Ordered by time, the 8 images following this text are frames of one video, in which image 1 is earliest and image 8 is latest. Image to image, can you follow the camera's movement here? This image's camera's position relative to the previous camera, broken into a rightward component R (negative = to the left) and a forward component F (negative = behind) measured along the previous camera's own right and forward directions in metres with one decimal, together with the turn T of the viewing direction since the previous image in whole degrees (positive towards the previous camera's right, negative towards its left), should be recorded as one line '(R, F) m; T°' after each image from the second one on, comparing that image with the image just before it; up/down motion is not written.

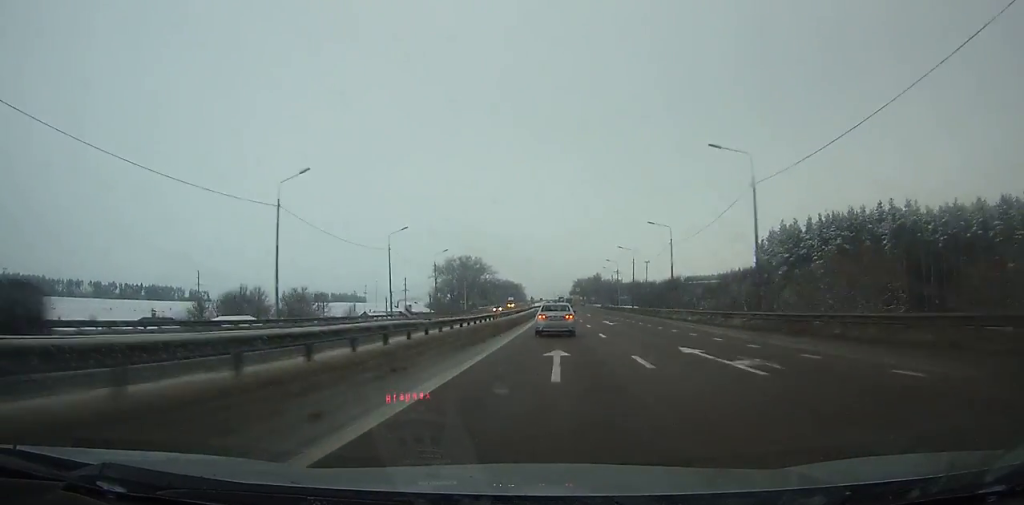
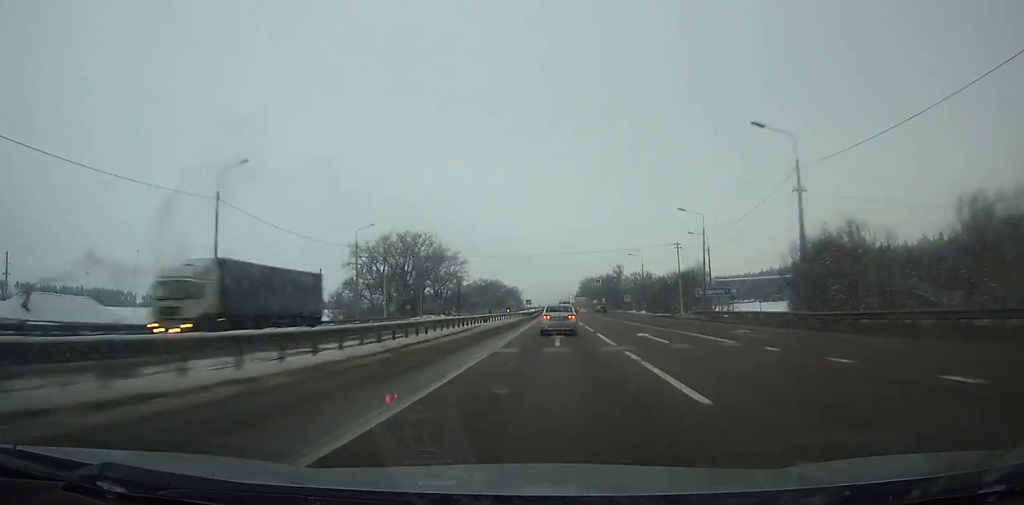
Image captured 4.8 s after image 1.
(-0.4, +109.8) m; 0°
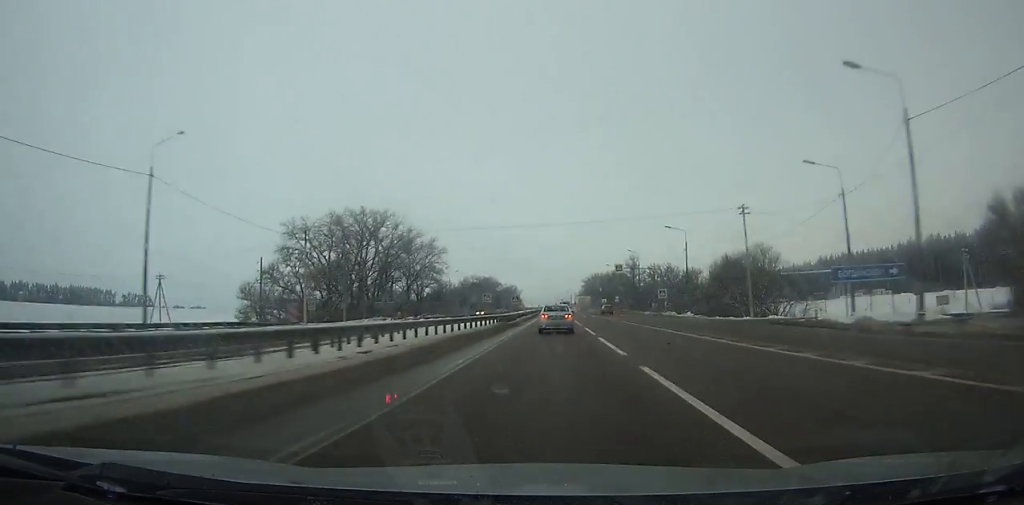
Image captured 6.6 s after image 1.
(-0.1, +40.8) m; 0°
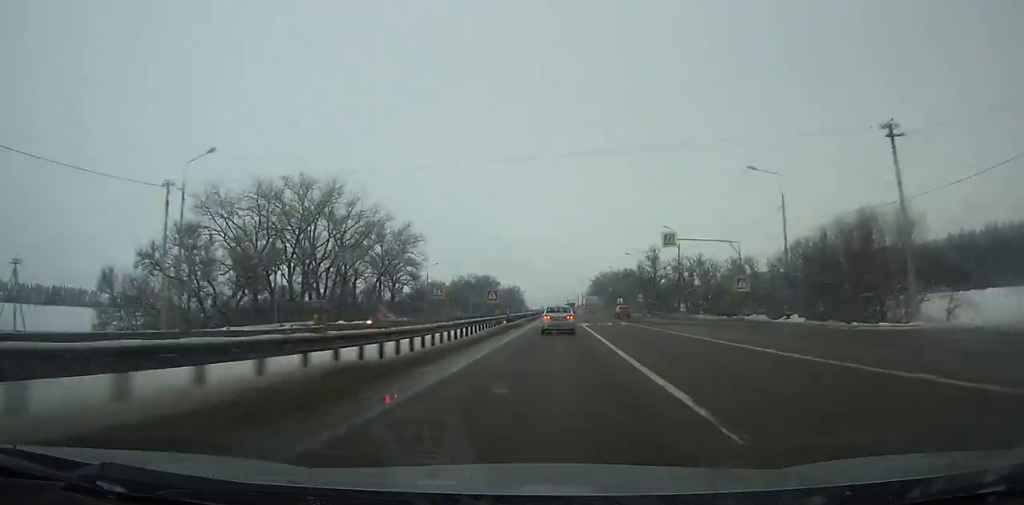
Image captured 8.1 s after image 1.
(0.0, +33.8) m; 0°
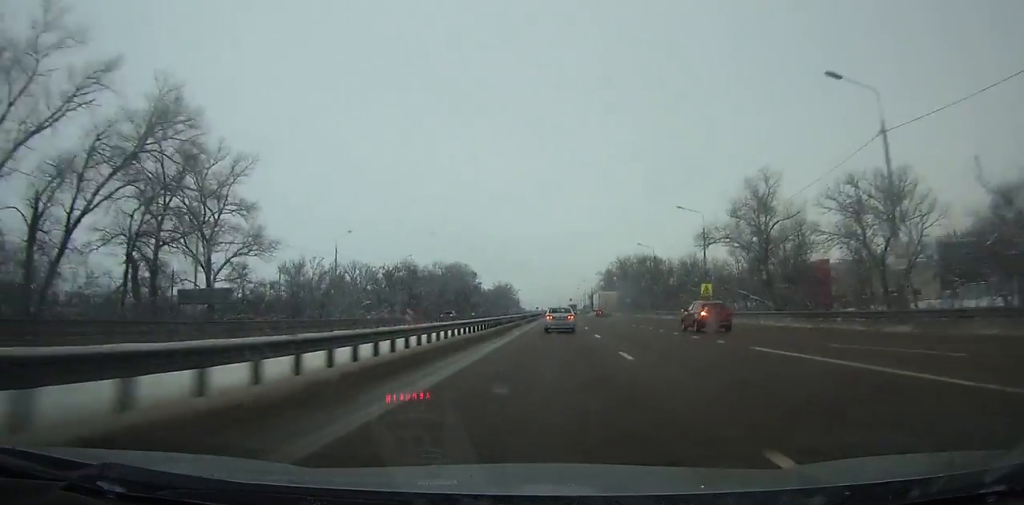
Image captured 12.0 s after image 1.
(-0.3, +88.0) m; 0°
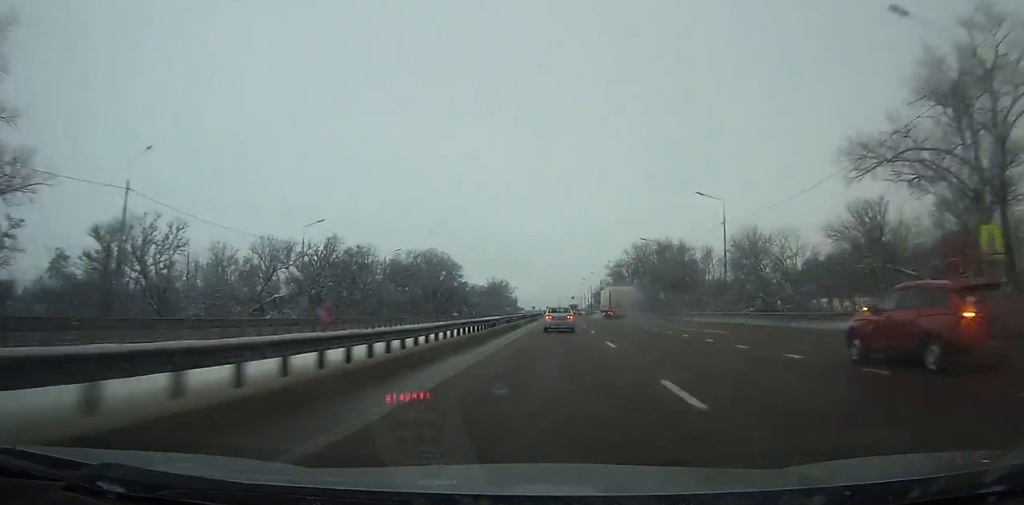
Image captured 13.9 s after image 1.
(-0.2, +43.0) m; 0°
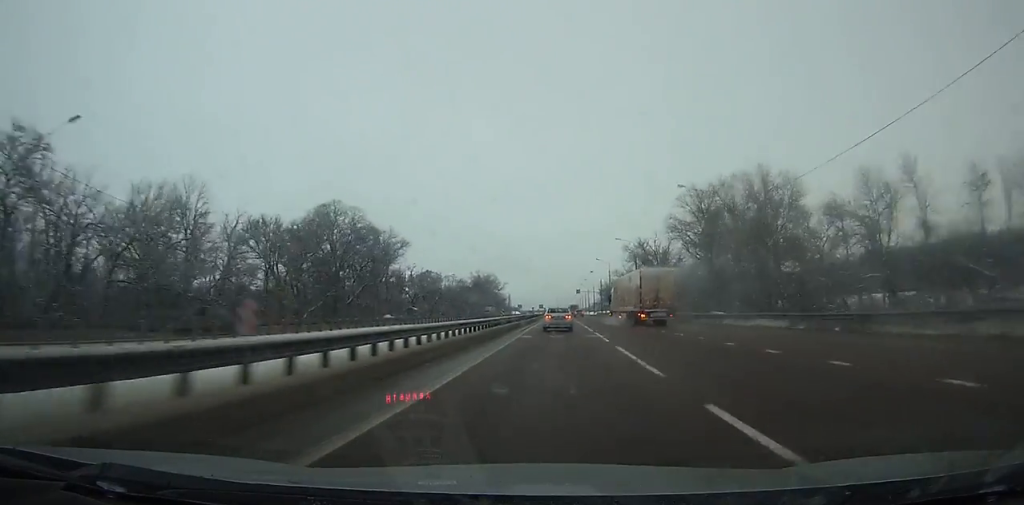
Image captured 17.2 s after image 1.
(+0.2, +75.4) m; 0°
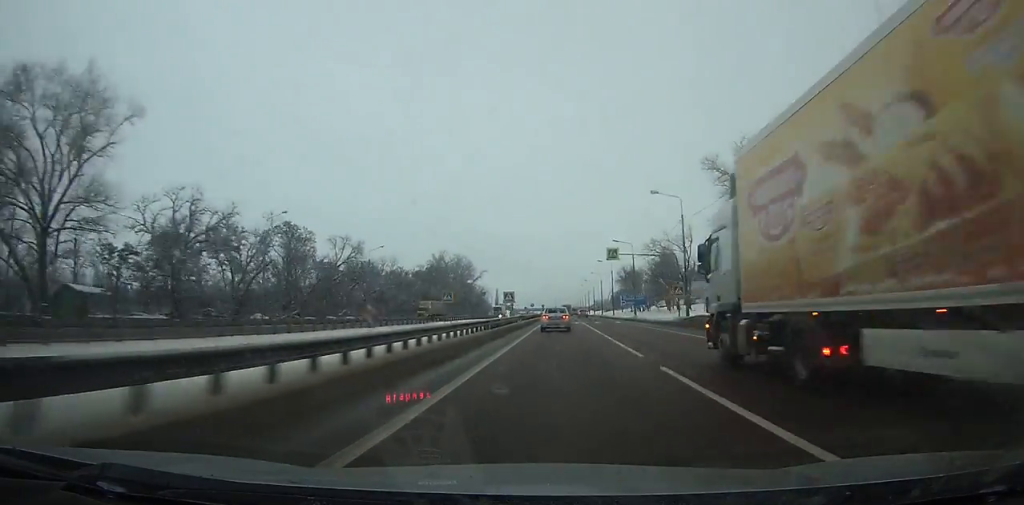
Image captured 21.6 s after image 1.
(+0.1, +102.2) m; 0°
